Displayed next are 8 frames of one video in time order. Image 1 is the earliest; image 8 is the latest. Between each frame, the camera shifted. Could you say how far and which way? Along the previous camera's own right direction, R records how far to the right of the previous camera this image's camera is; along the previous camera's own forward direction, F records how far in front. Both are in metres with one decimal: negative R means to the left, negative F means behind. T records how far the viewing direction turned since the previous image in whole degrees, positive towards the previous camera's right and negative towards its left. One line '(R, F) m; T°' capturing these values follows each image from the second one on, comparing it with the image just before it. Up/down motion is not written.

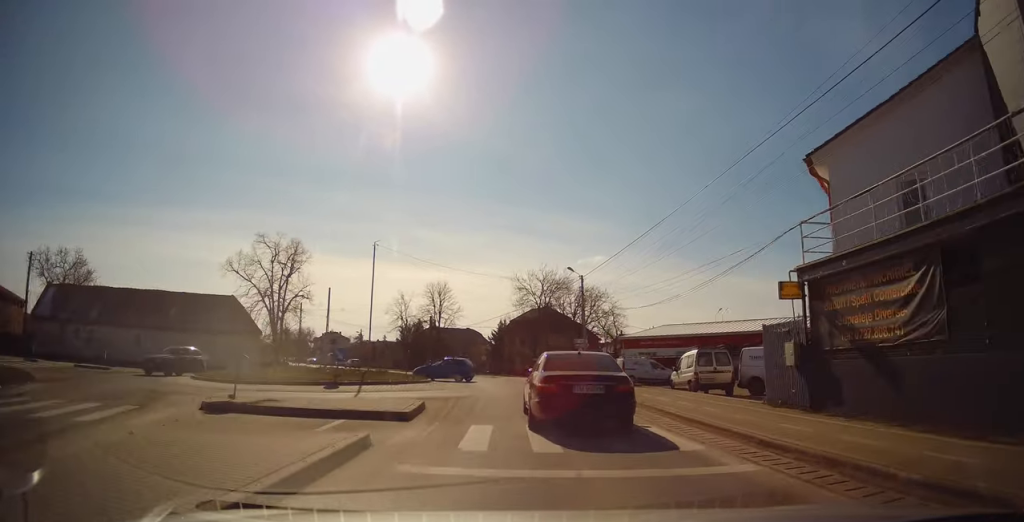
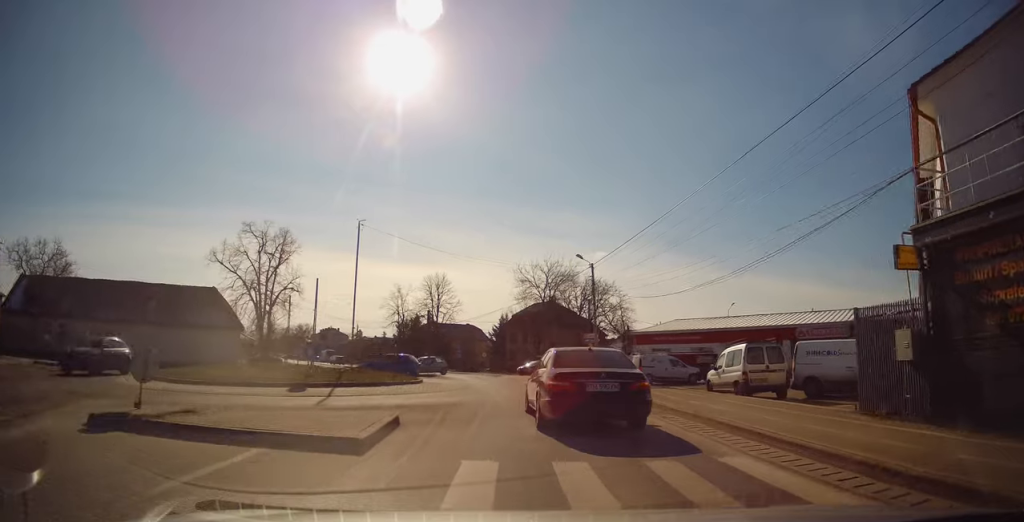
(0.0, +4.2) m; +2°
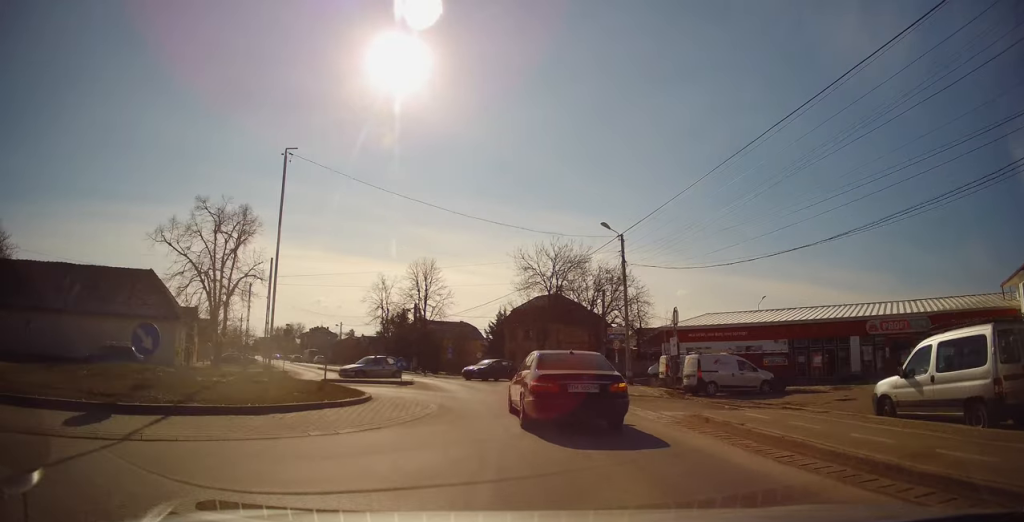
(+0.4, +10.3) m; +1°
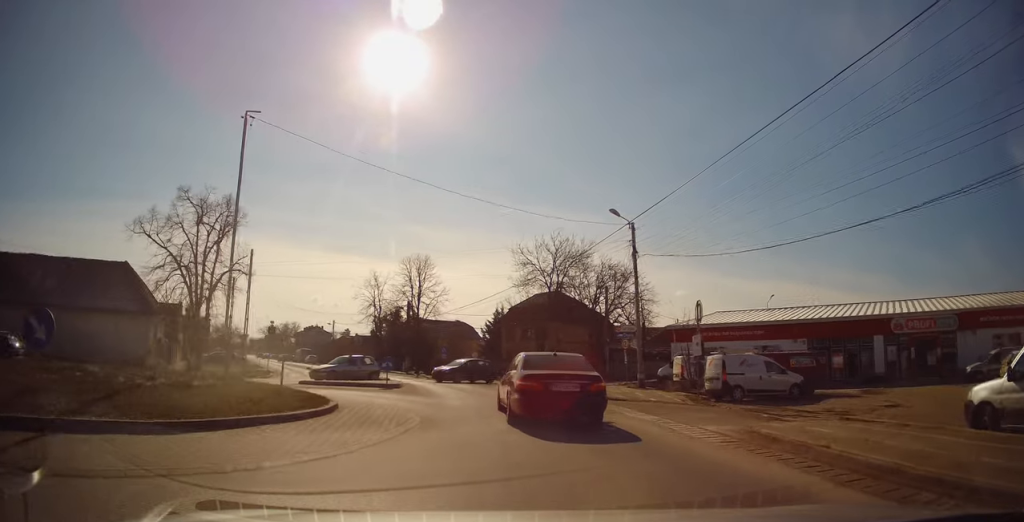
(-0.1, +3.0) m; -1°
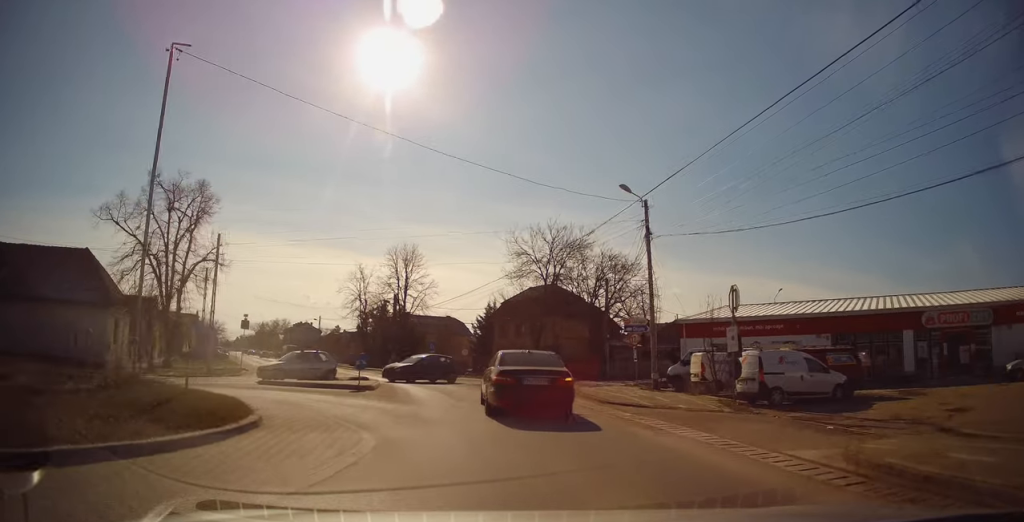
(0.0, +3.5) m; 0°
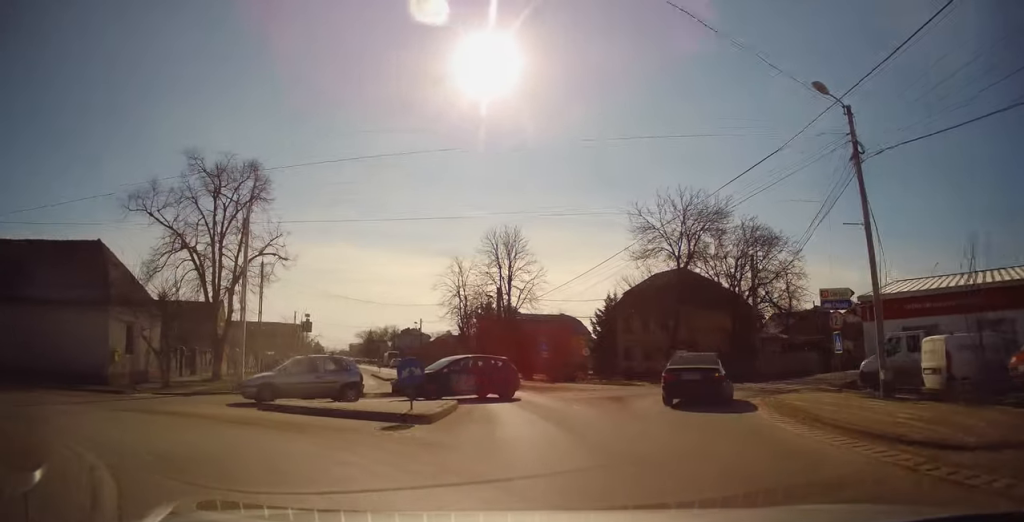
(-0.2, +8.1) m; -17°
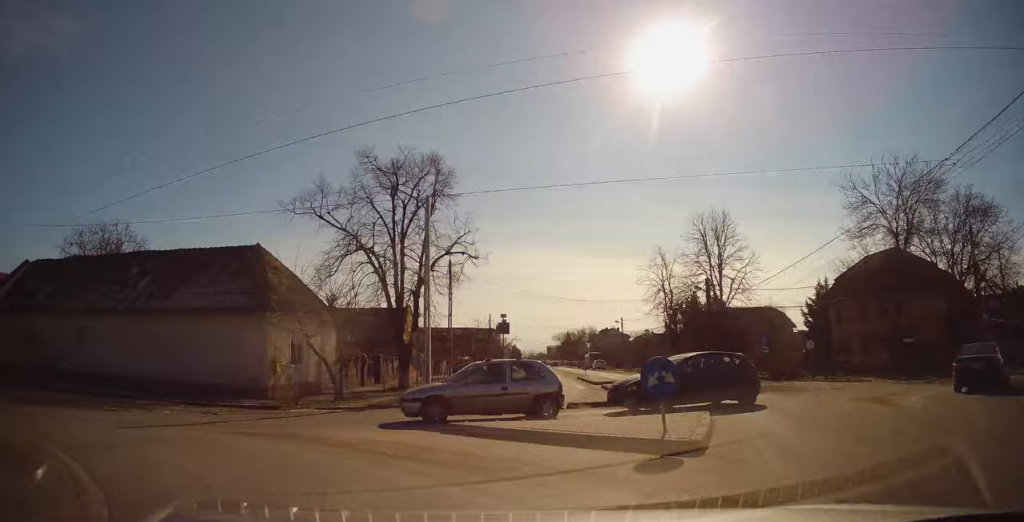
(-0.7, +3.2) m; -17°
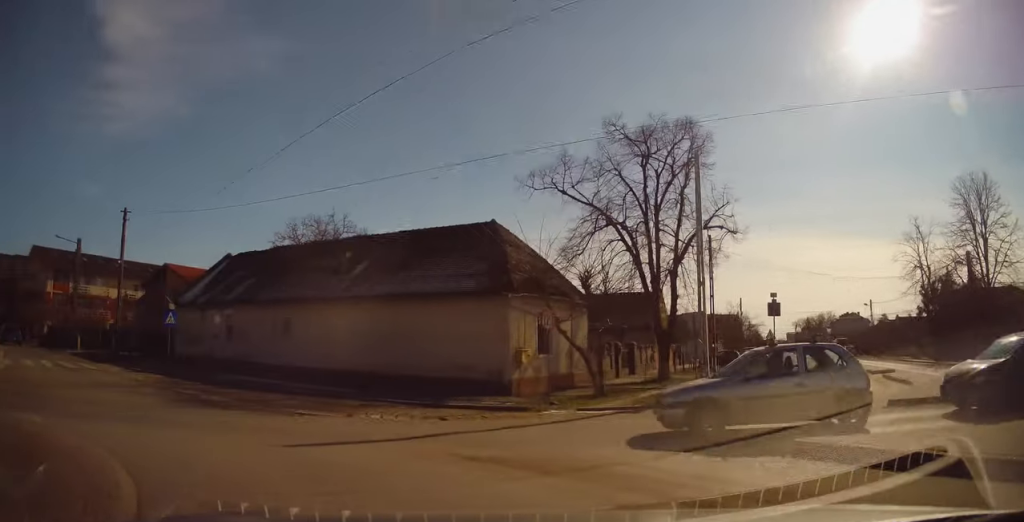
(-0.6, +3.4) m; -22°
